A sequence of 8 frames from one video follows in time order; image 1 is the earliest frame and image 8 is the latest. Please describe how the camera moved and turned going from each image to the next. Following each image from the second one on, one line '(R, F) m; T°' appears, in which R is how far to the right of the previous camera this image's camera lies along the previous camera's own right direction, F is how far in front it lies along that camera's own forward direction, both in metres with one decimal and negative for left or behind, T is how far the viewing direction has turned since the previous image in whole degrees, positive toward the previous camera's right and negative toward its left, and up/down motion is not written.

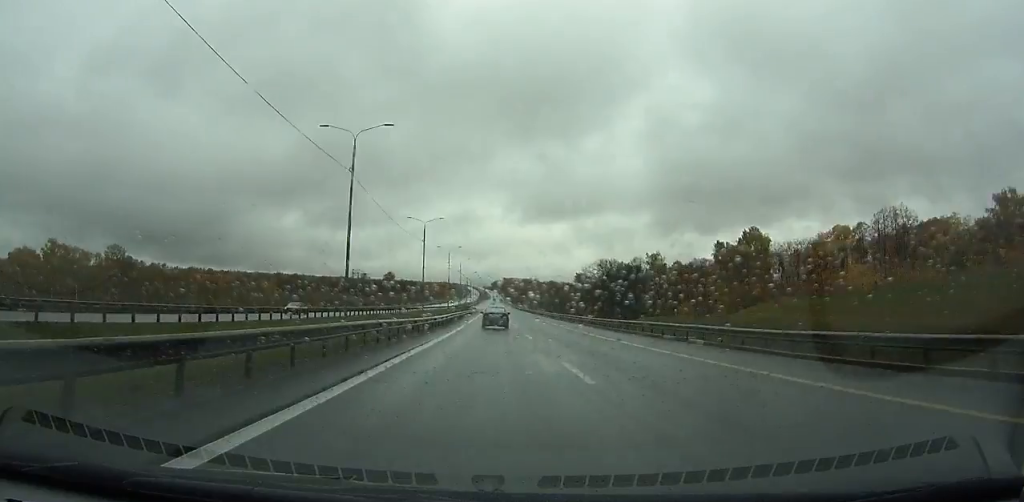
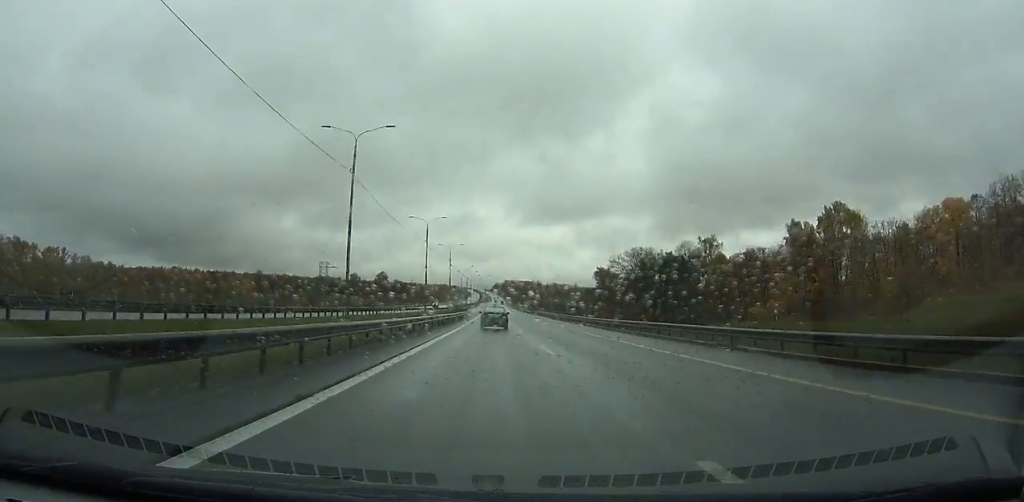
(-0.1, +41.1) m; 0°
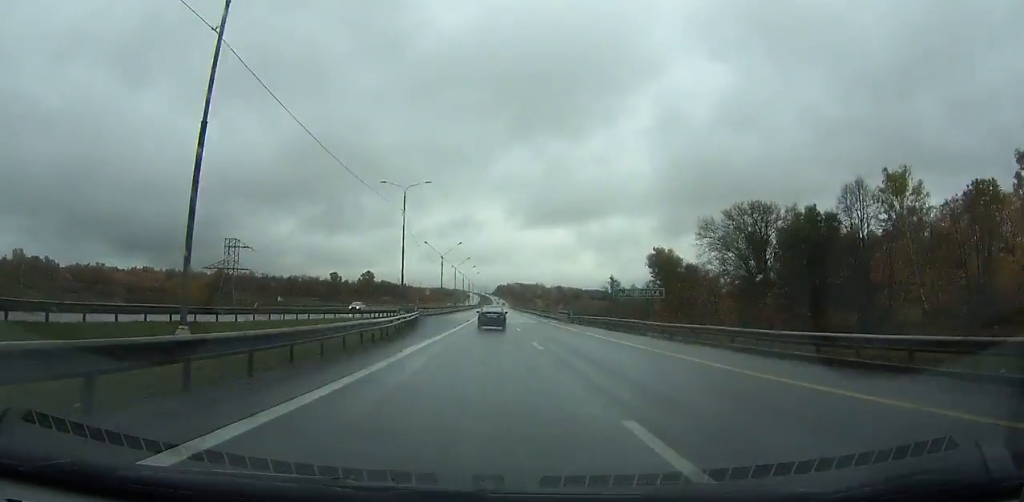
(-0.1, +62.7) m; 0°
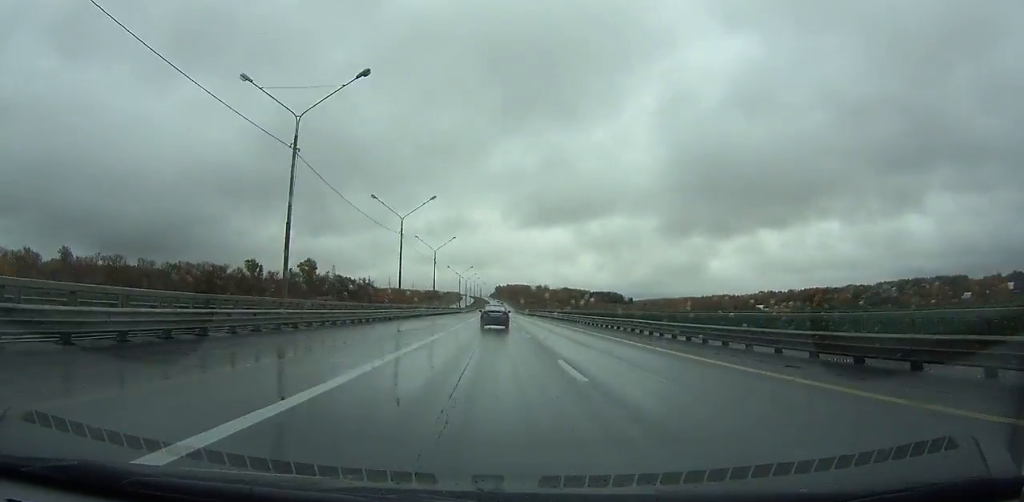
(-0.3, +138.9) m; 0°
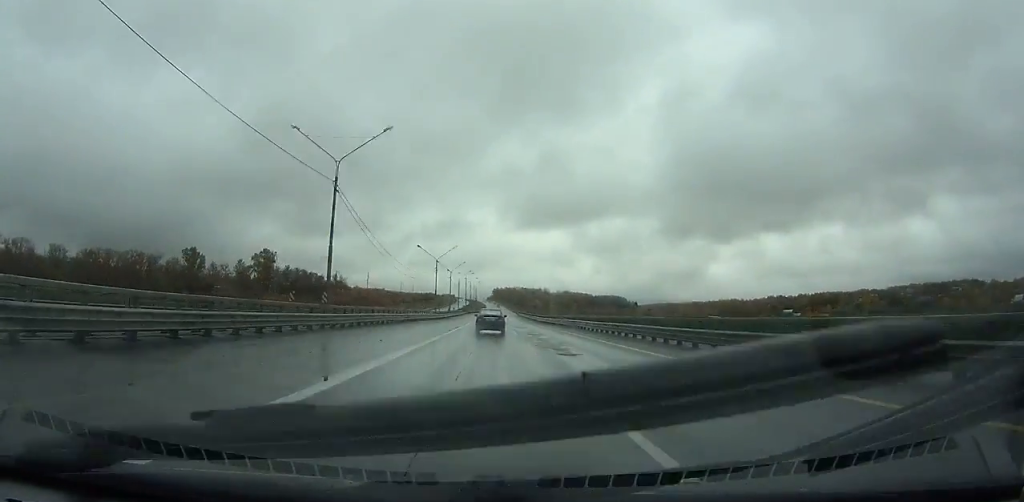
(0.0, +55.0) m; 0°
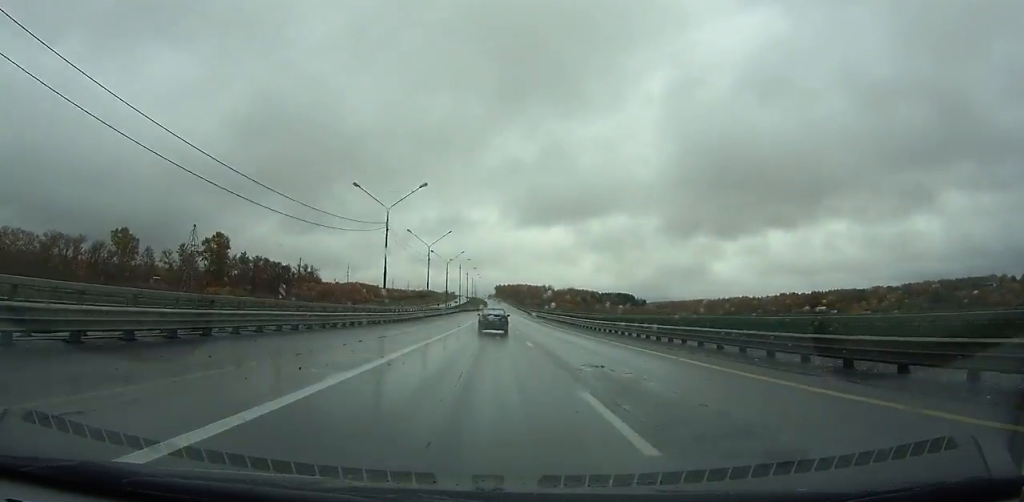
(0.0, +45.6) m; 0°
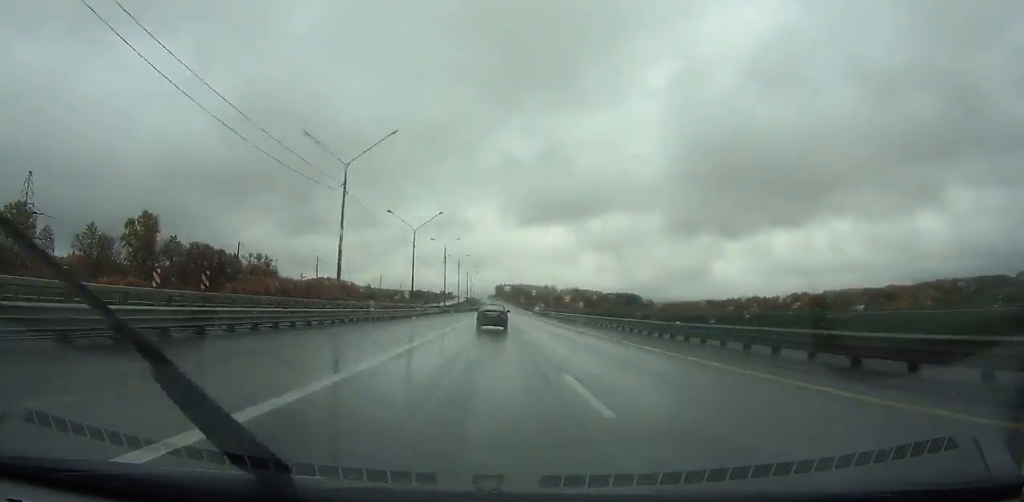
(0.0, +45.6) m; 0°
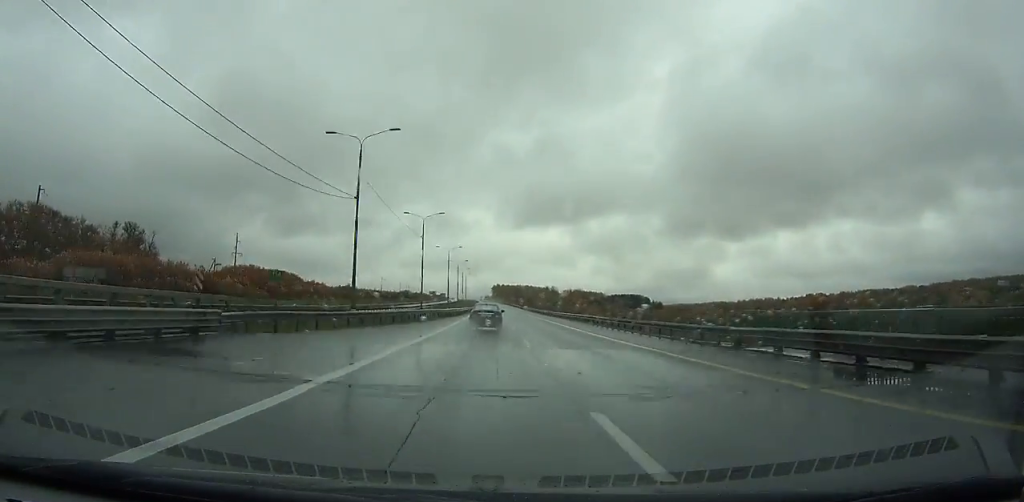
(0.0, +66.8) m; 0°
